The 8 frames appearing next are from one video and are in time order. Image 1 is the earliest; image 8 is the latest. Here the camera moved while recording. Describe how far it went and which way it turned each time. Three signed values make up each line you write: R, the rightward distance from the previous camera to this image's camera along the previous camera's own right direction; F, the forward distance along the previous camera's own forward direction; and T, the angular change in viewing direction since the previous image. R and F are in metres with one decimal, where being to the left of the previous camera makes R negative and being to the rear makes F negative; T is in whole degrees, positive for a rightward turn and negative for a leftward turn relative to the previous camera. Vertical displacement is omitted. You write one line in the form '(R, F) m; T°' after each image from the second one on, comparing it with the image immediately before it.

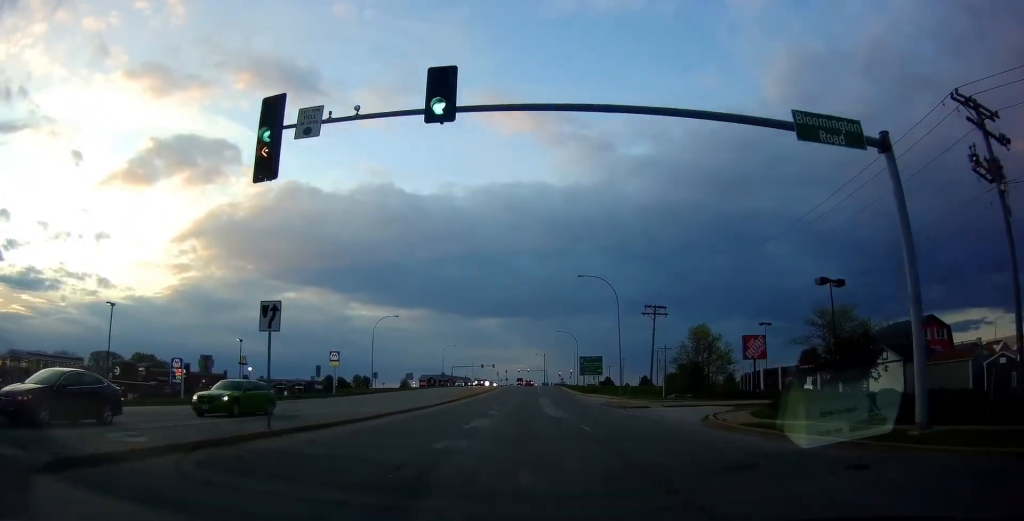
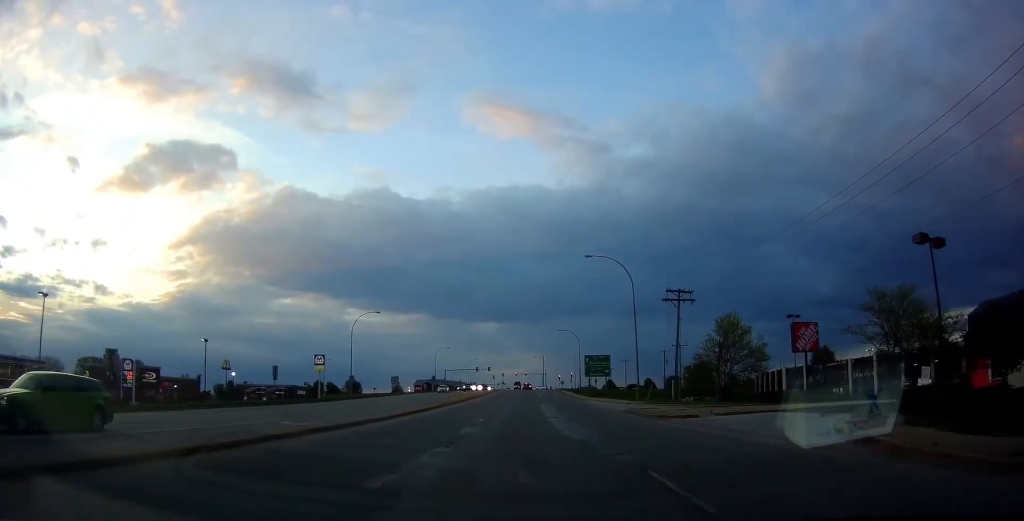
(0.0, +11.4) m; 0°
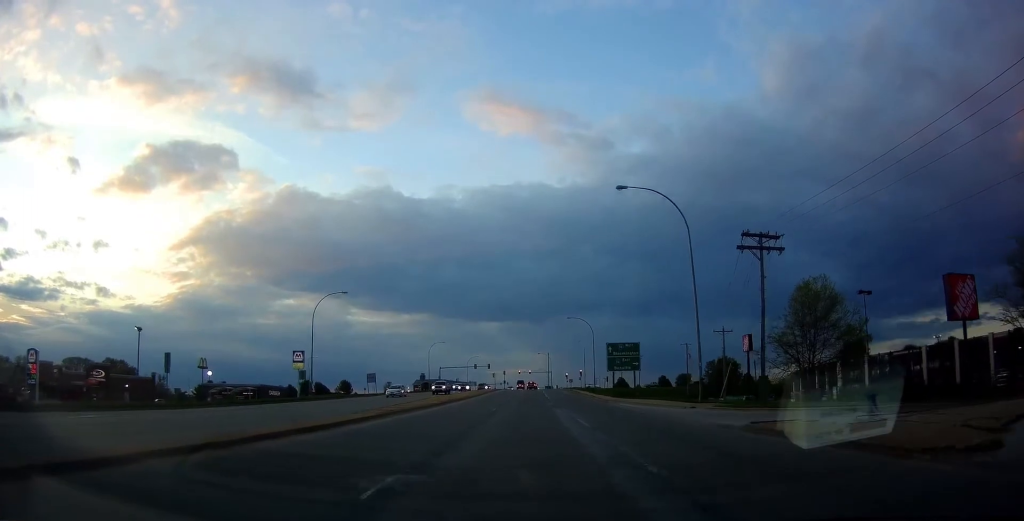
(0.0, +18.9) m; 0°
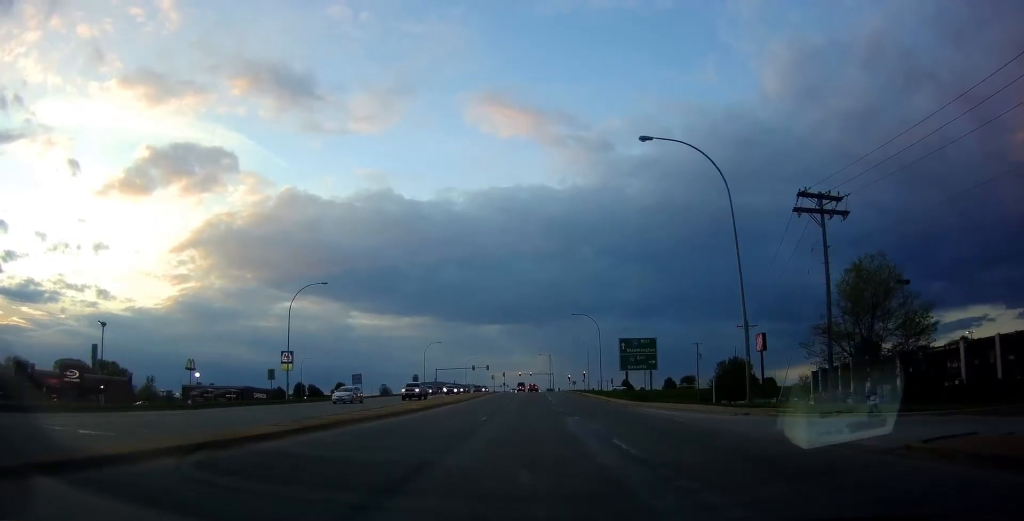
(0.0, +7.9) m; 0°
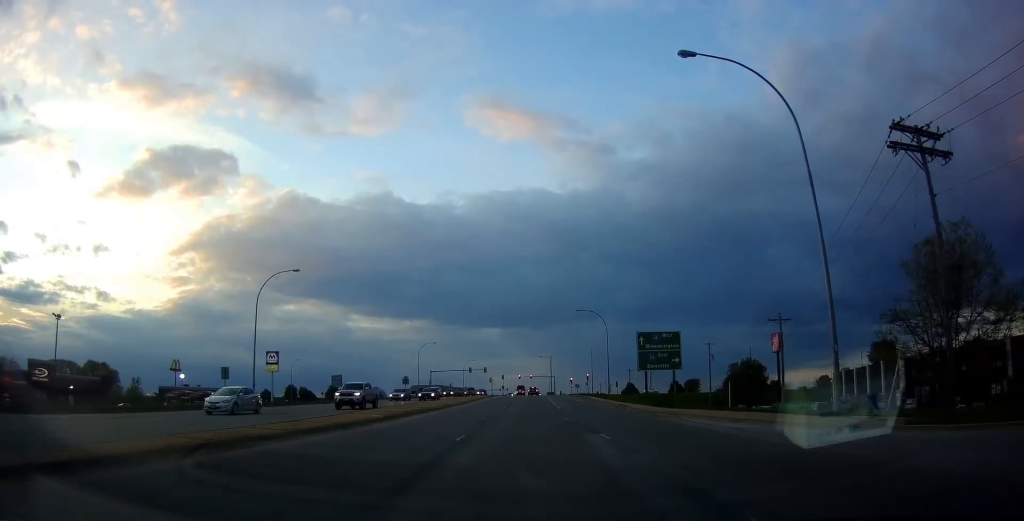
(0.0, +9.2) m; 0°
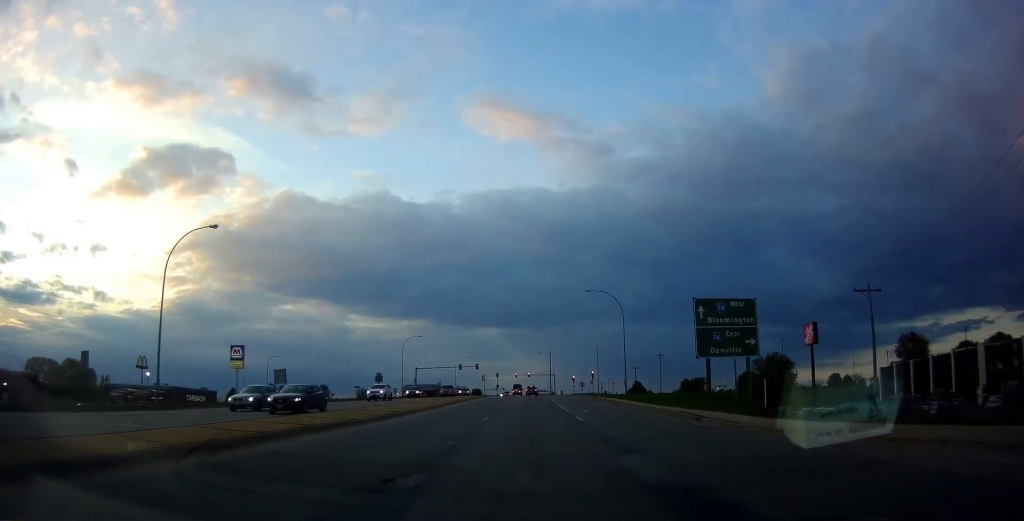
(0.0, +16.6) m; 0°
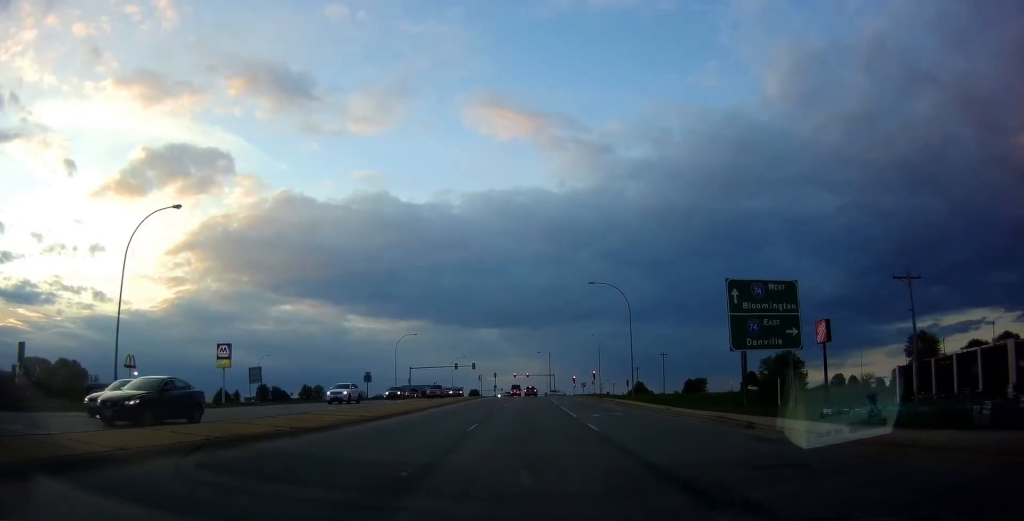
(0.0, +5.2) m; 0°
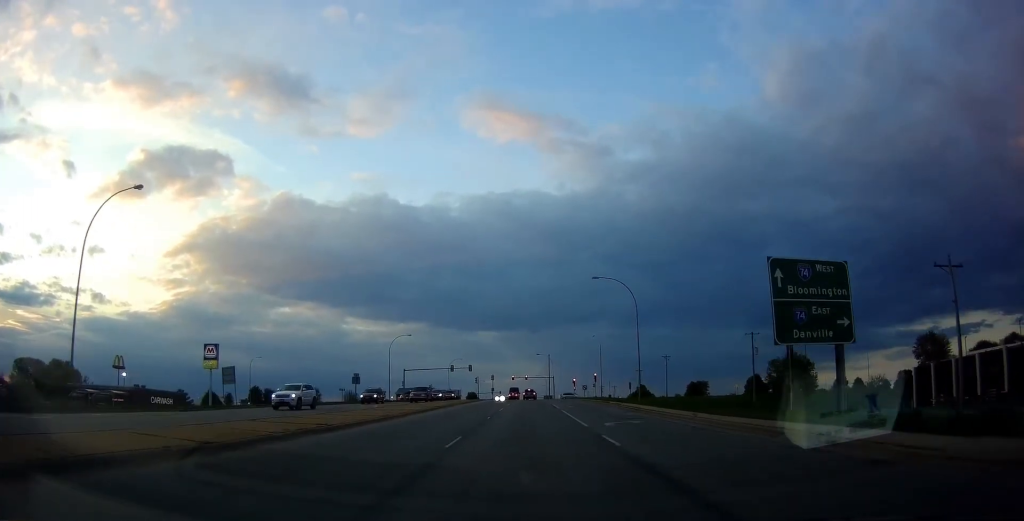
(0.0, +5.2) m; 0°
